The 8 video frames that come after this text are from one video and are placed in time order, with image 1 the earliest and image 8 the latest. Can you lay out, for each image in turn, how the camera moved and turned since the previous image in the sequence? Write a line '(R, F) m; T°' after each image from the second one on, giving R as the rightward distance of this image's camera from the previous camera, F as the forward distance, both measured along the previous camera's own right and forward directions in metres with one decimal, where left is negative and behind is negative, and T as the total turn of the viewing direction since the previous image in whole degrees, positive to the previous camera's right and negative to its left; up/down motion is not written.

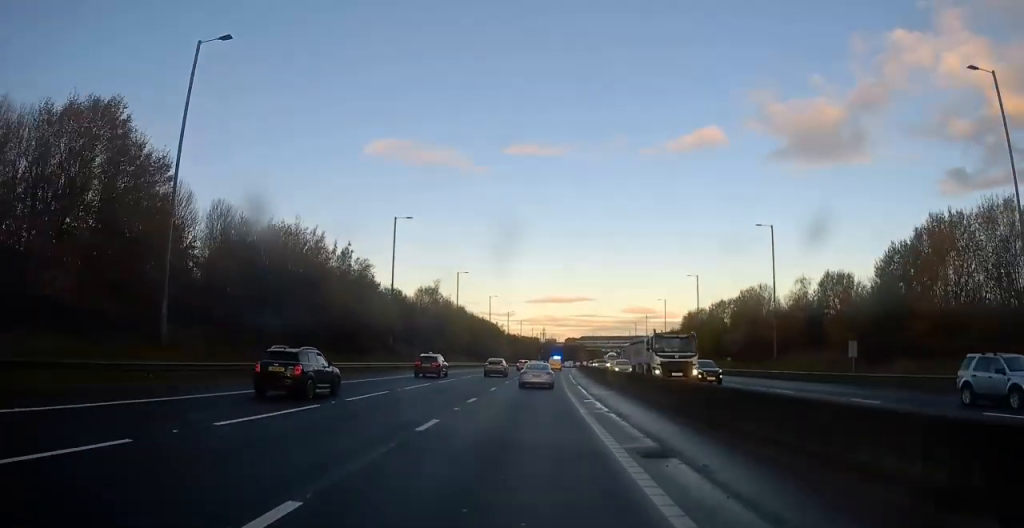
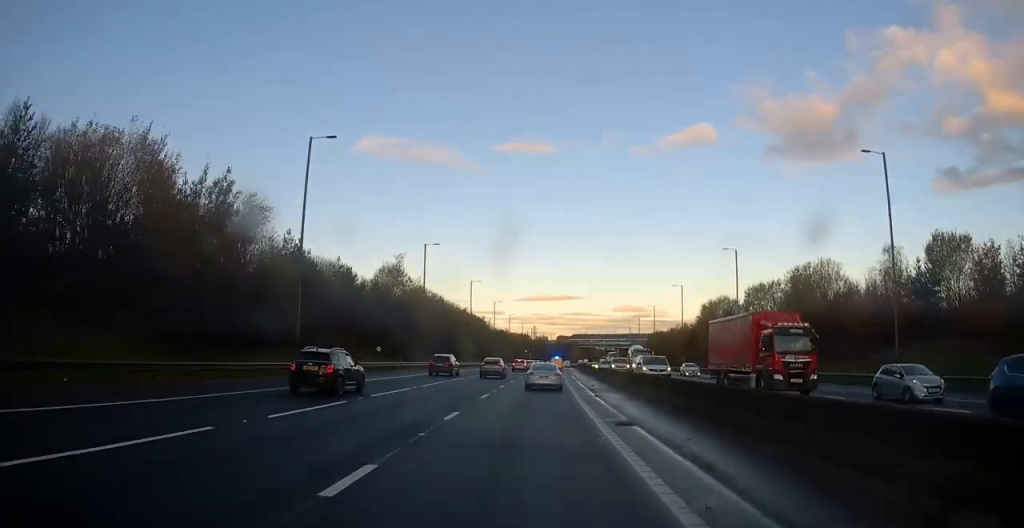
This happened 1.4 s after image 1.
(+0.4, +24.3) m; +1°
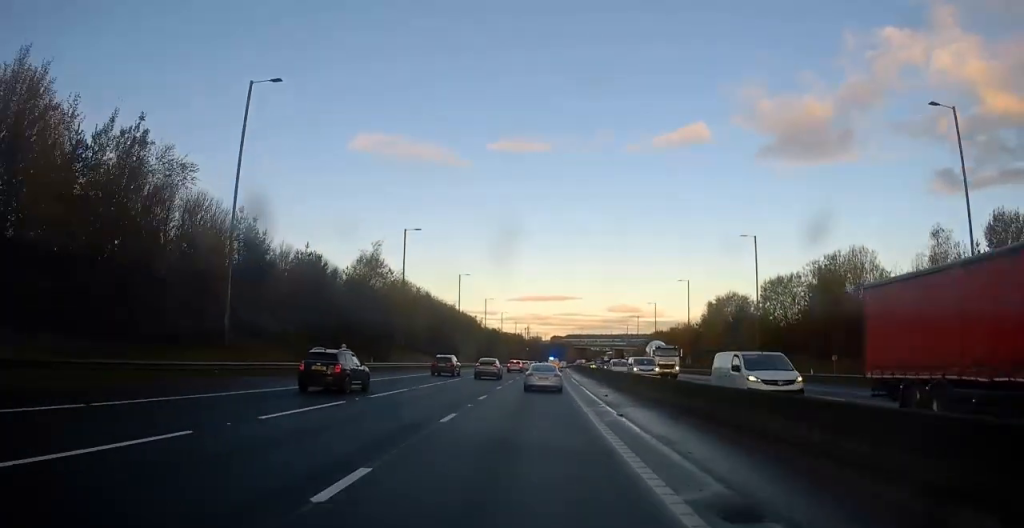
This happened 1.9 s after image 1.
(0.0, +9.4) m; 0°
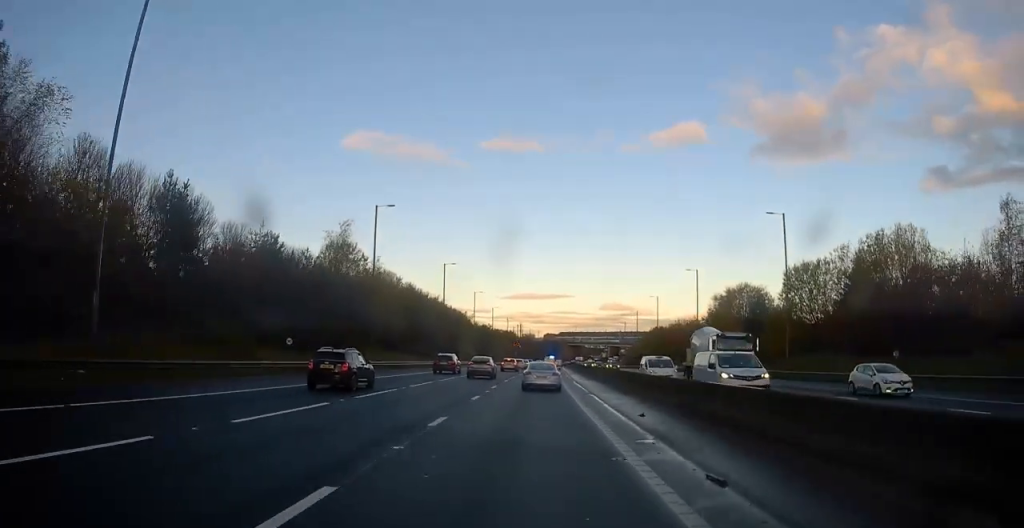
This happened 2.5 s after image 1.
(-0.1, +10.5) m; 0°
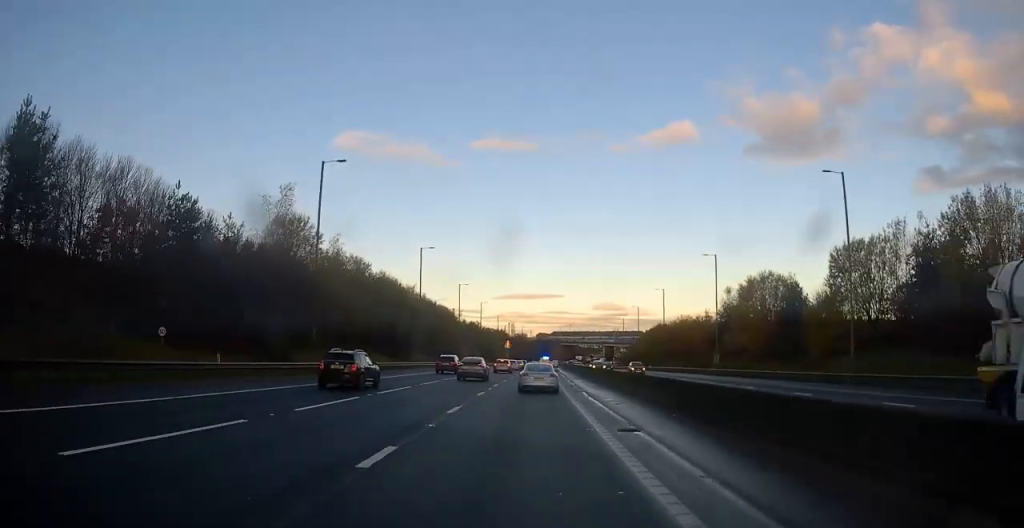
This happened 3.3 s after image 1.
(+0.1, +14.3) m; 0°
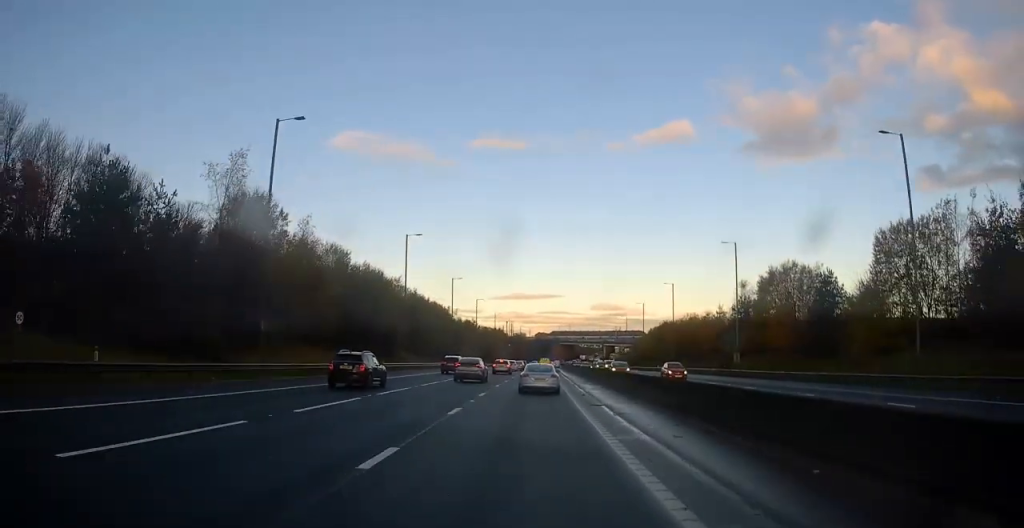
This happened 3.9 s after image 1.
(0.0, +9.1) m; +1°
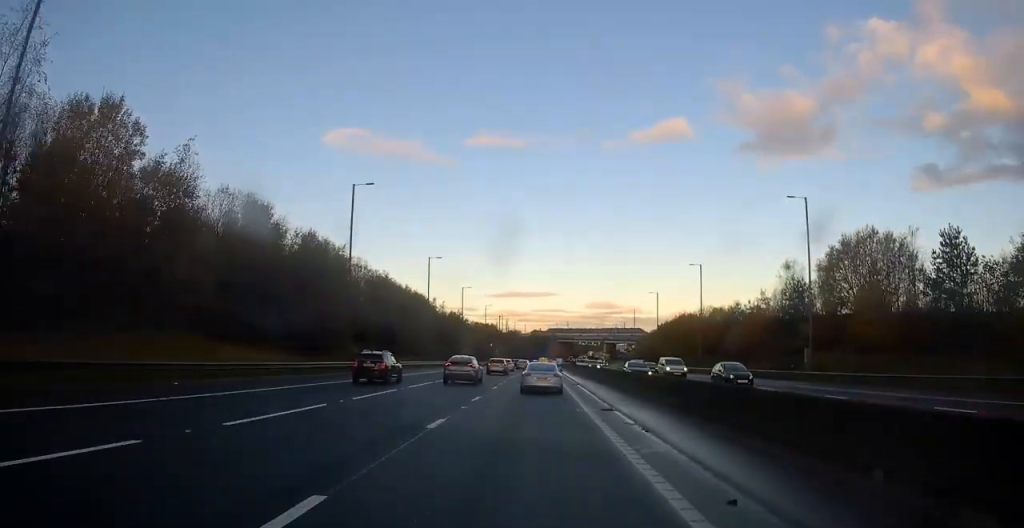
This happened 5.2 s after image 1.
(+0.5, +21.8) m; +2°
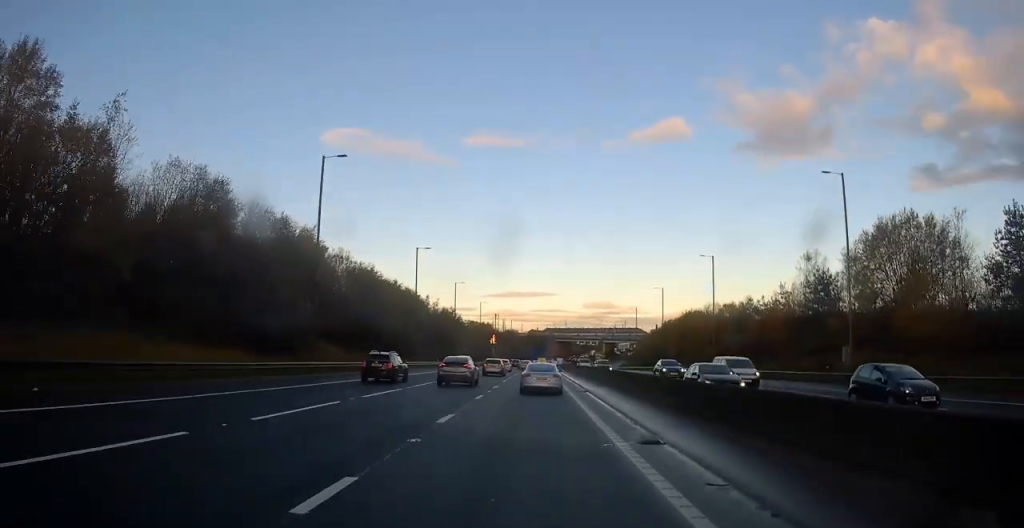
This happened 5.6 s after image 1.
(+0.1, +7.8) m; 0°
